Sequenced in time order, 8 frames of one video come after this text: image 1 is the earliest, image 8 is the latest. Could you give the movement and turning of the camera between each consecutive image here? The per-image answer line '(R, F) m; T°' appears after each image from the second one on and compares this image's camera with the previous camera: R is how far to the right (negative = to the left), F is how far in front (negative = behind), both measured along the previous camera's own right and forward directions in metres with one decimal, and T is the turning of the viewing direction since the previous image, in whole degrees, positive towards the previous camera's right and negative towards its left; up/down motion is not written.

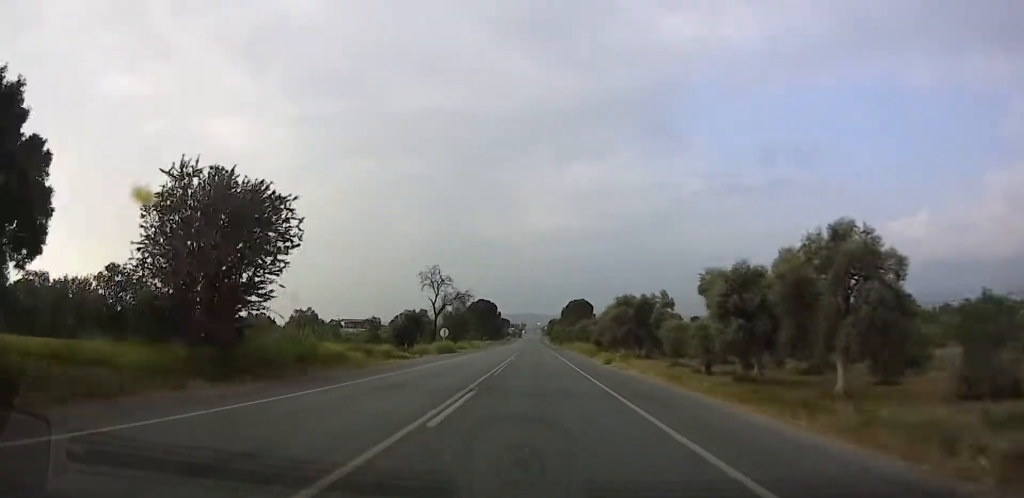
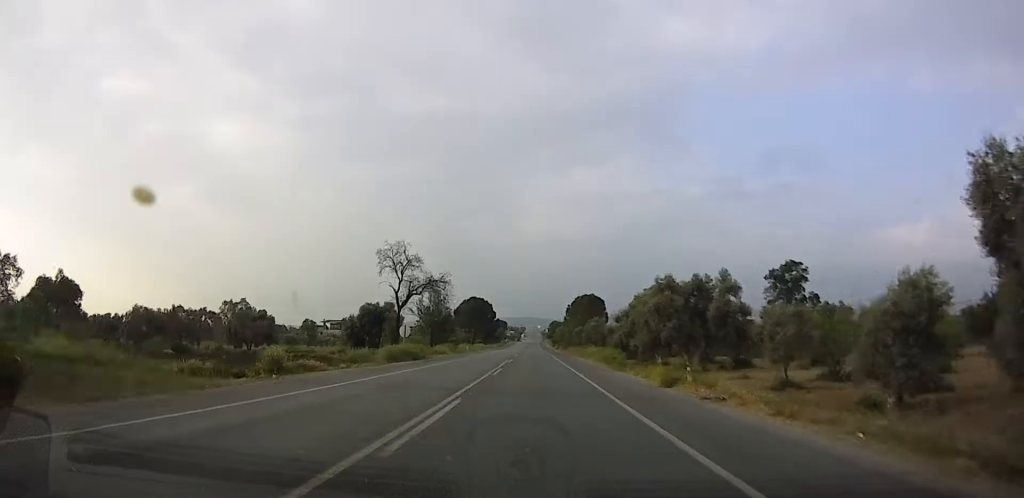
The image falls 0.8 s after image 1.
(+0.2, +16.6) m; +1°
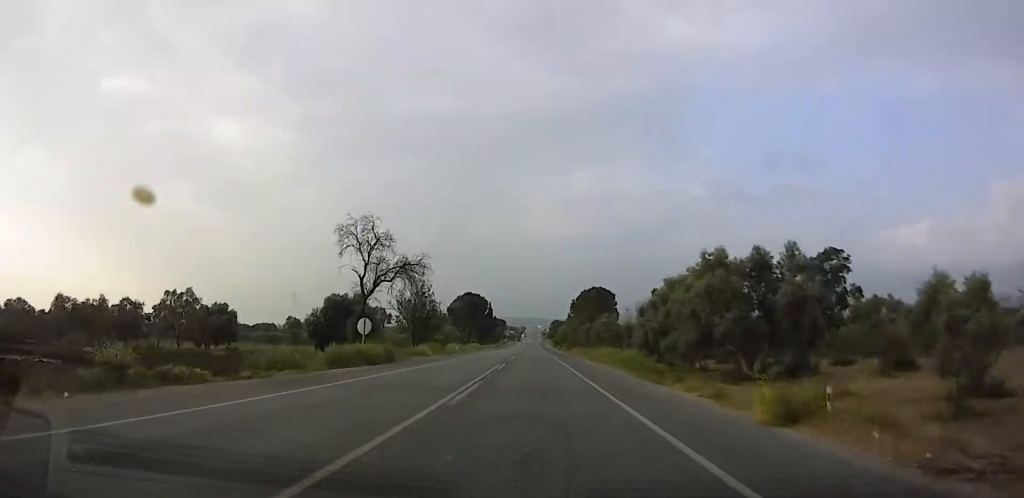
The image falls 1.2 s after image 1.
(+0.2, +9.4) m; +1°
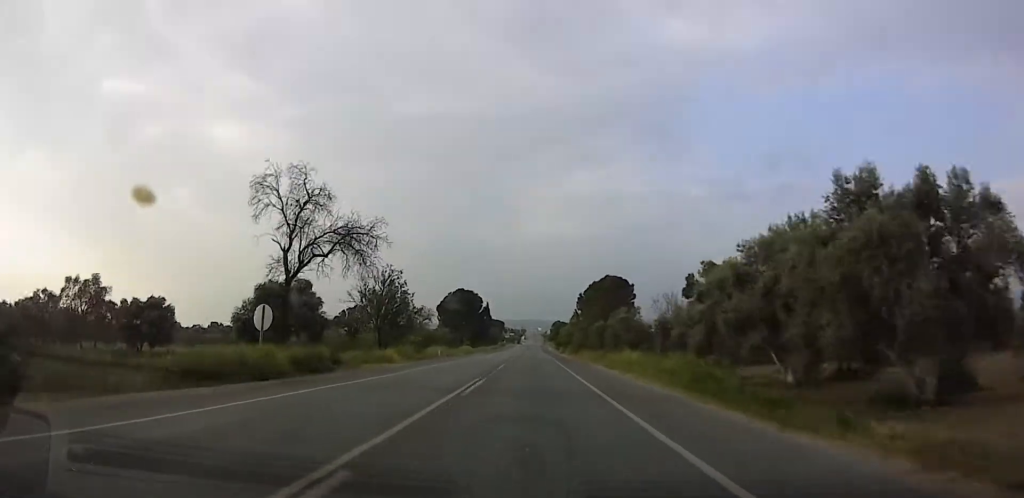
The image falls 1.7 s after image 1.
(0.0, +11.6) m; 0°
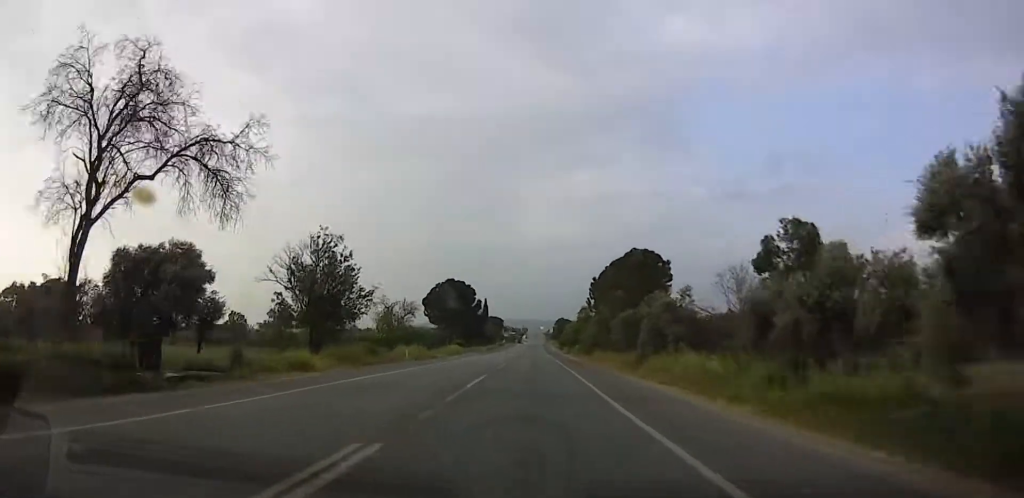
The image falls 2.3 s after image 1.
(+0.1, +13.1) m; -1°
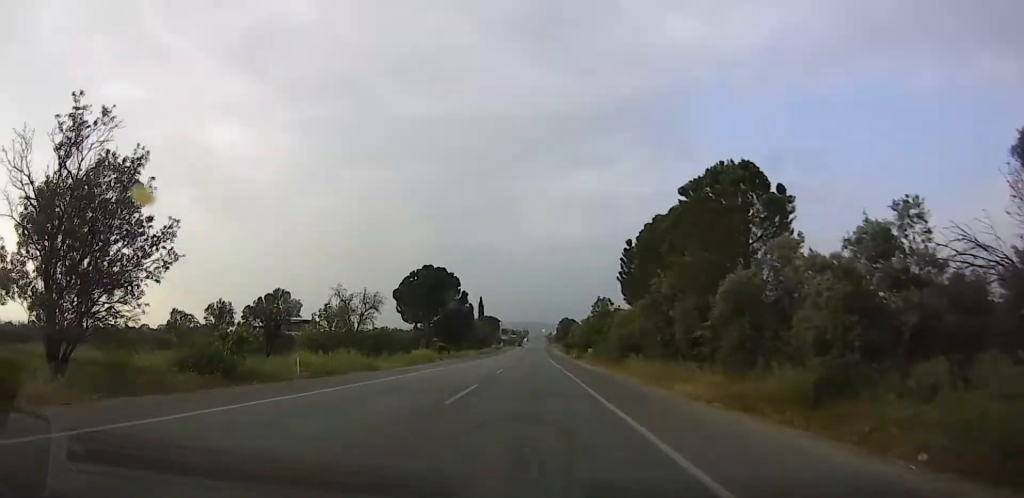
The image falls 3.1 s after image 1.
(-0.5, +17.3) m; -1°
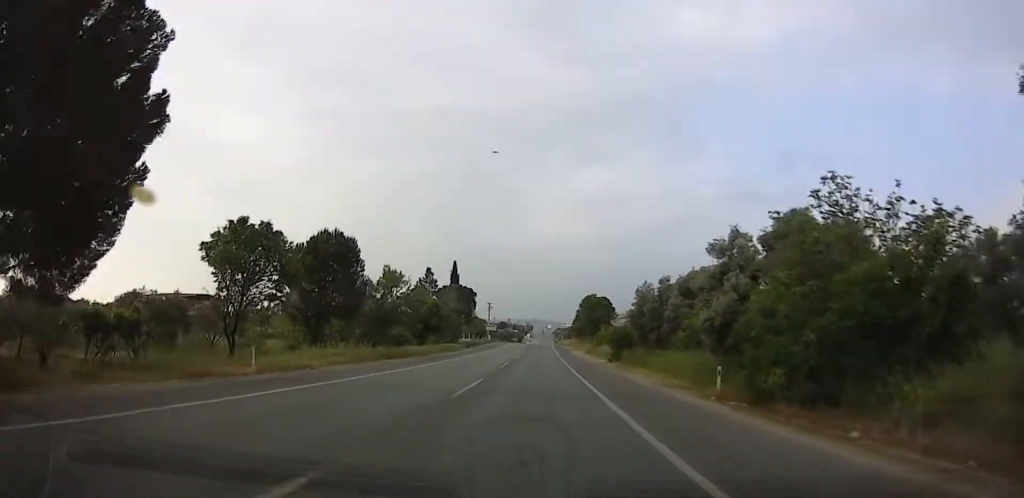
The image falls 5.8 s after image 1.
(-0.3, +58.4) m; 0°
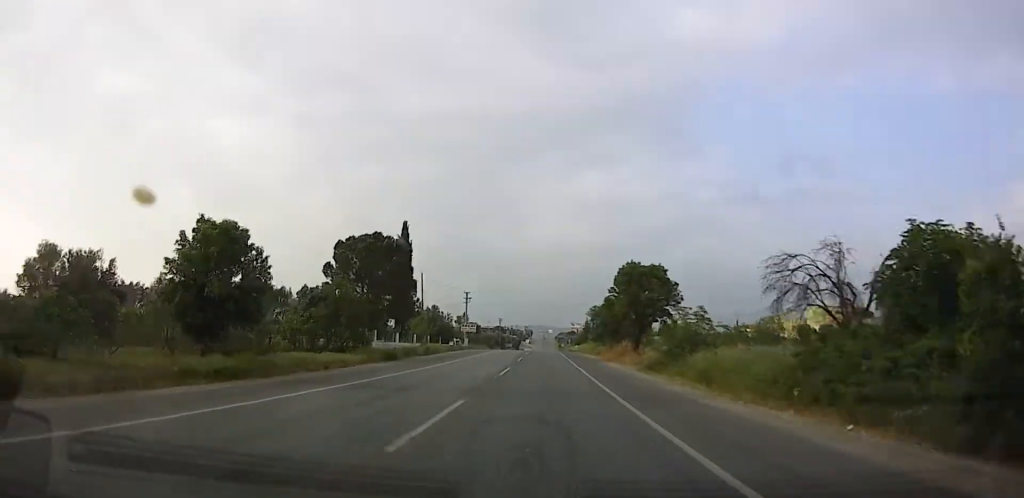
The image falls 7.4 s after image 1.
(0.0, +37.4) m; 0°
